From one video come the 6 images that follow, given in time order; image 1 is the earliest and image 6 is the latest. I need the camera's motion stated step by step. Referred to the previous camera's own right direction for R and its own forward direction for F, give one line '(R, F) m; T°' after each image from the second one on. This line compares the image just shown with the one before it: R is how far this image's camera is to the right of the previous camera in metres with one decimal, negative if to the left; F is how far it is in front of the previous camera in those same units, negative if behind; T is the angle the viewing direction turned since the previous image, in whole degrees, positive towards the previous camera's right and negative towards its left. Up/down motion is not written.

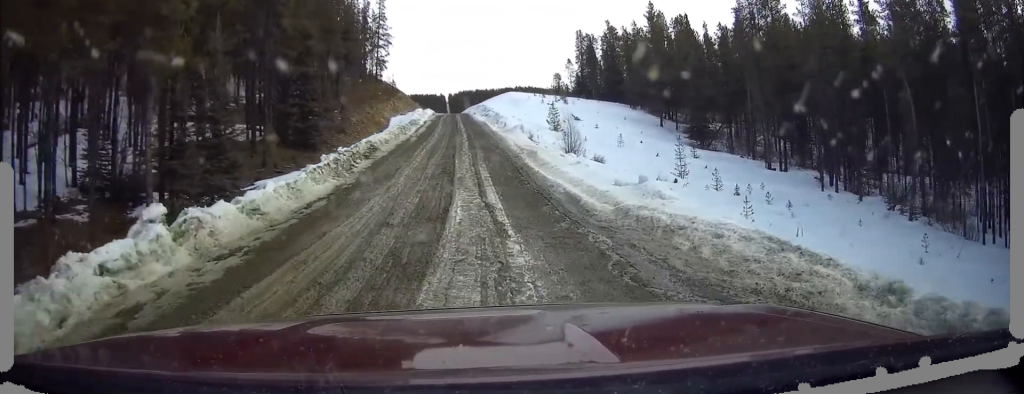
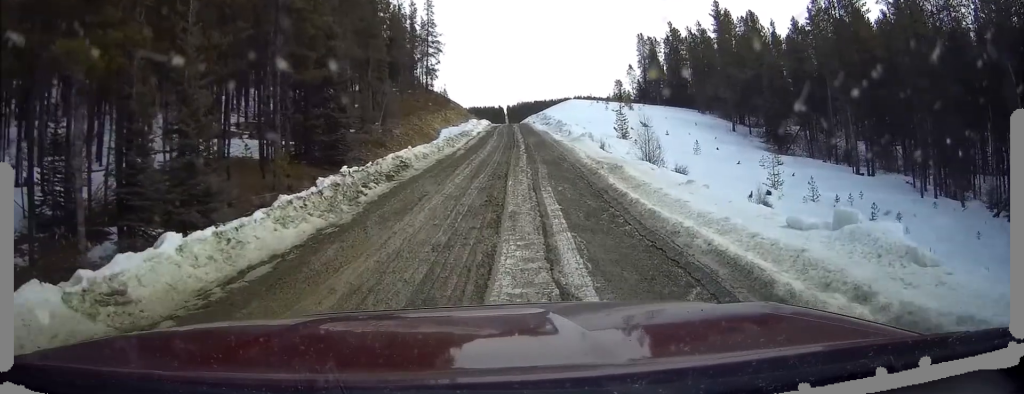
(-0.4, +6.6) m; -4°
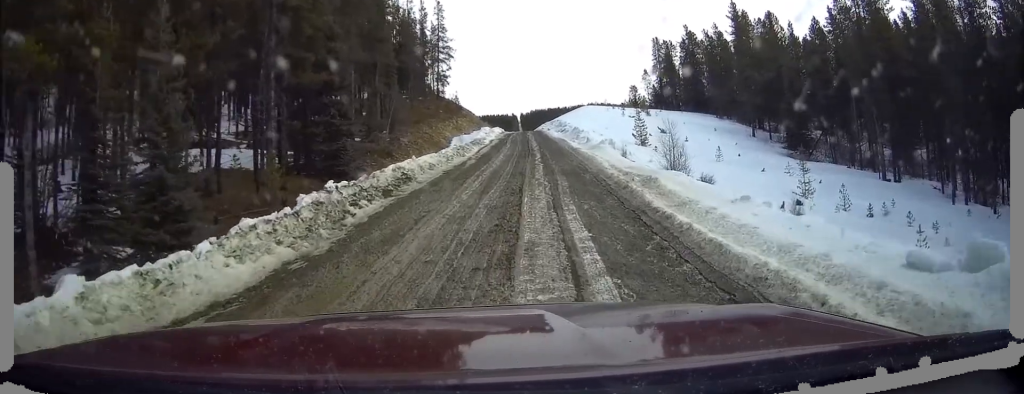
(-0.1, +2.5) m; 0°
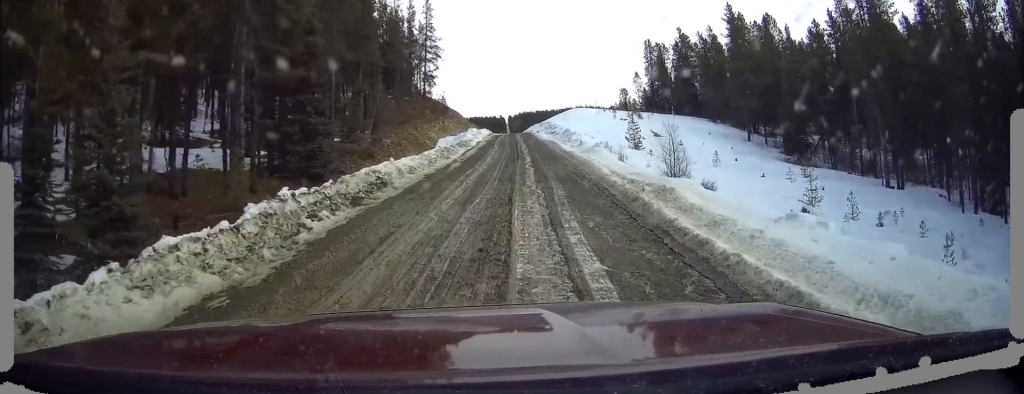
(0.0, +2.3) m; +1°
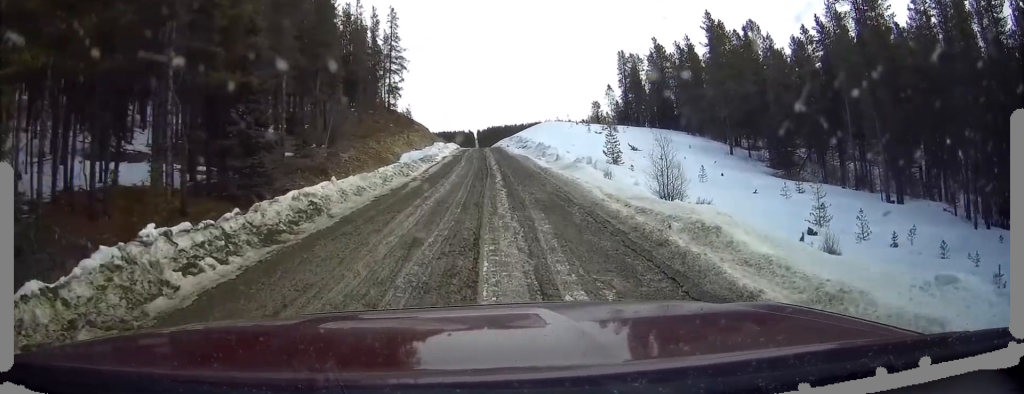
(+0.1, +4.0) m; +2°
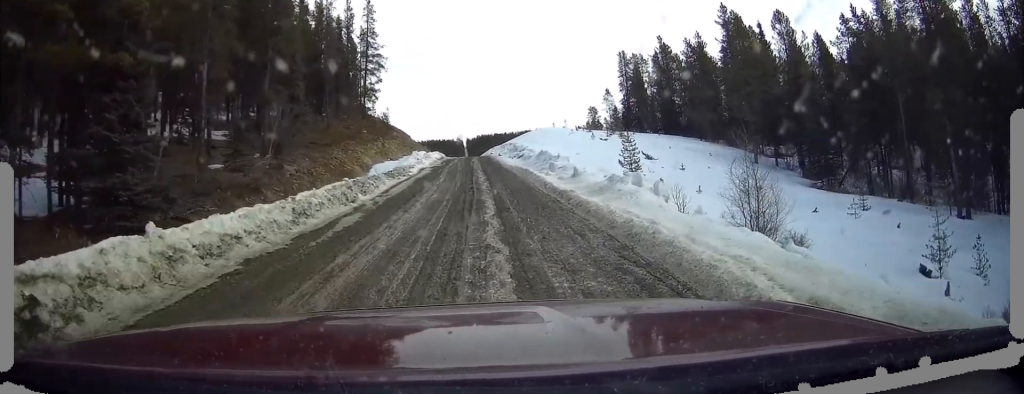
(+0.1, +9.9) m; -2°
